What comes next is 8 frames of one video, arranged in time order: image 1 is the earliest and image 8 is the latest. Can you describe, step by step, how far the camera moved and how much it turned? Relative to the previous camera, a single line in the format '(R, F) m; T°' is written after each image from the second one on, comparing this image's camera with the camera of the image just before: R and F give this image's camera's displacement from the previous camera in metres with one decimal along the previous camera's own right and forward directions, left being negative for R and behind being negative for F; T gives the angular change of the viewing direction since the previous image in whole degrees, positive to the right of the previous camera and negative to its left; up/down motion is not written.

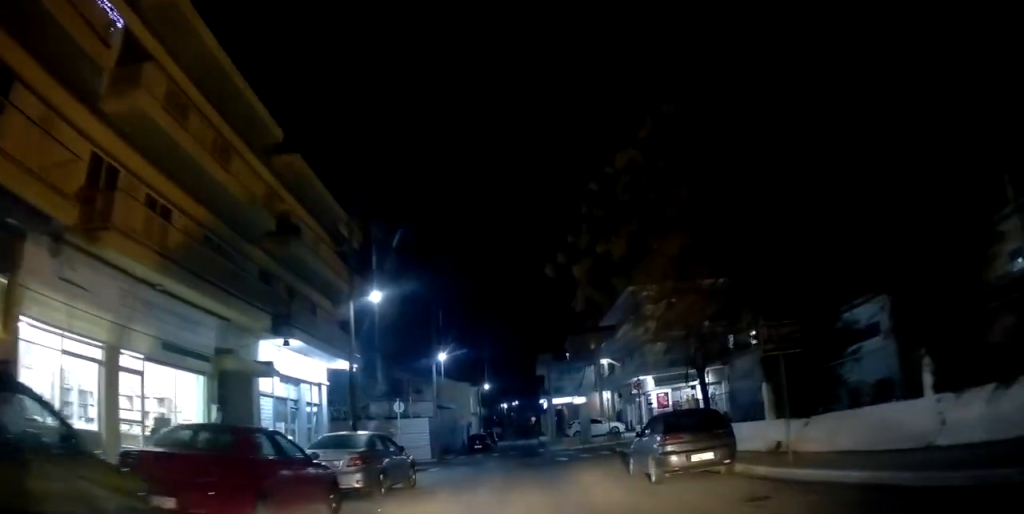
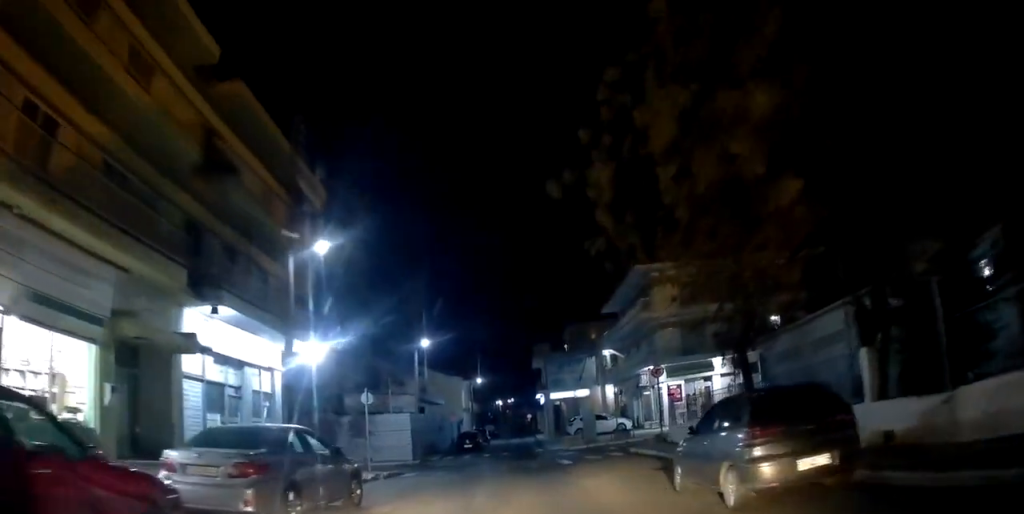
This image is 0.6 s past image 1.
(-0.2, +4.5) m; -2°
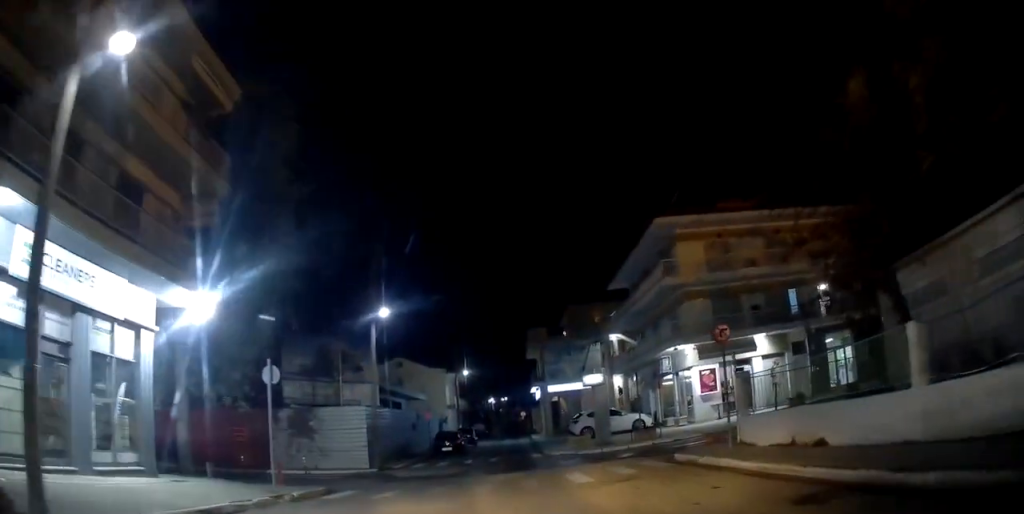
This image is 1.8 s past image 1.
(-0.3, +7.8) m; +1°
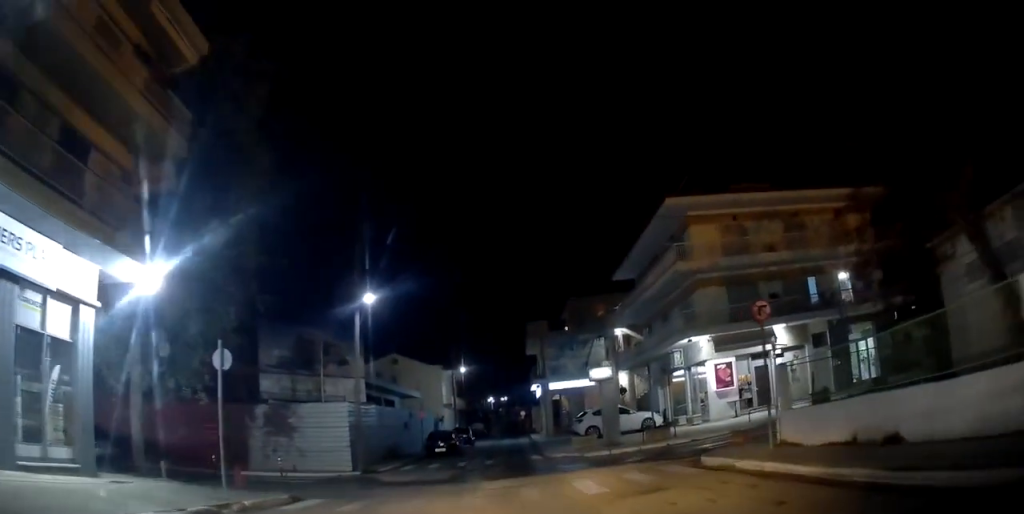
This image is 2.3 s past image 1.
(-0.1, +2.5) m; +1°
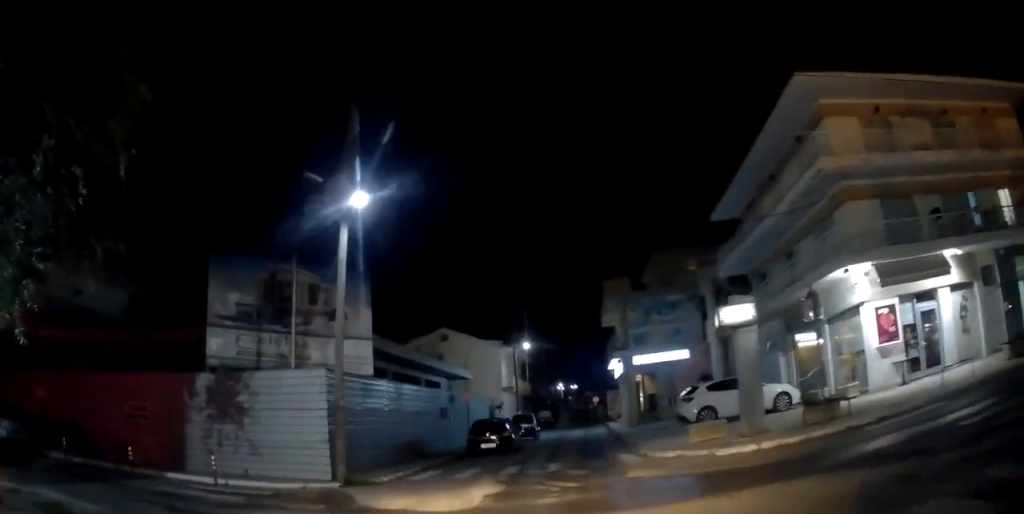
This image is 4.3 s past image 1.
(-0.6, +7.6) m; -9°
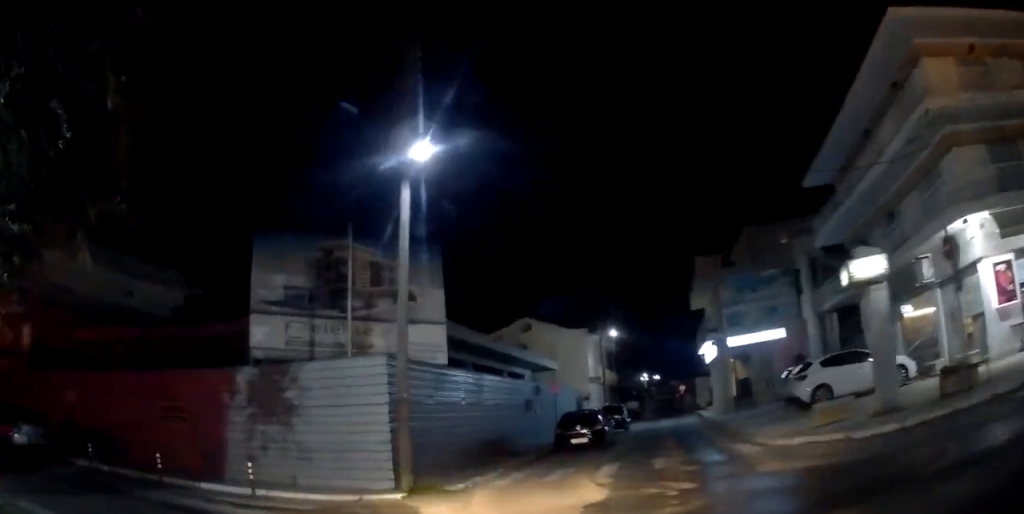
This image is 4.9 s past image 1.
(+0.6, +1.7) m; -12°
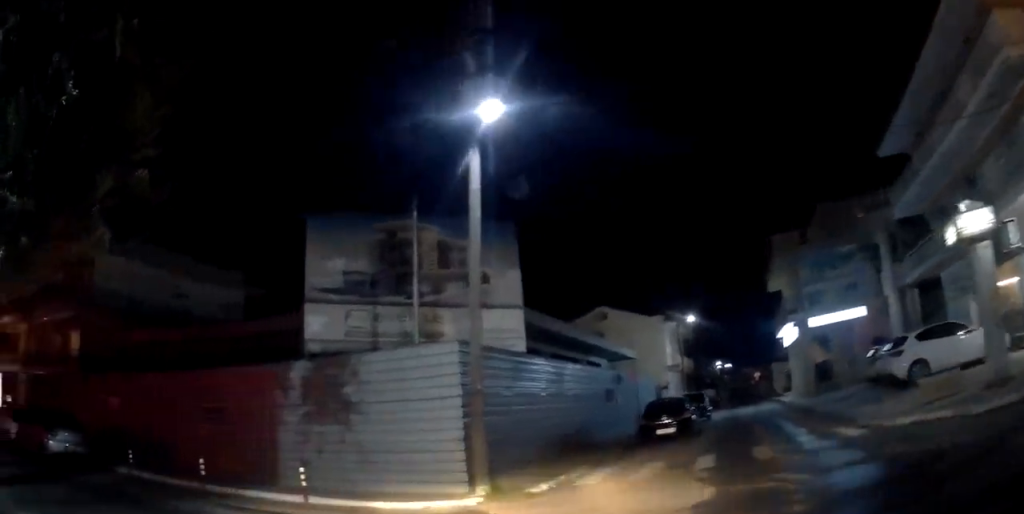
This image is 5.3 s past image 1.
(0.0, +1.0) m; -12°
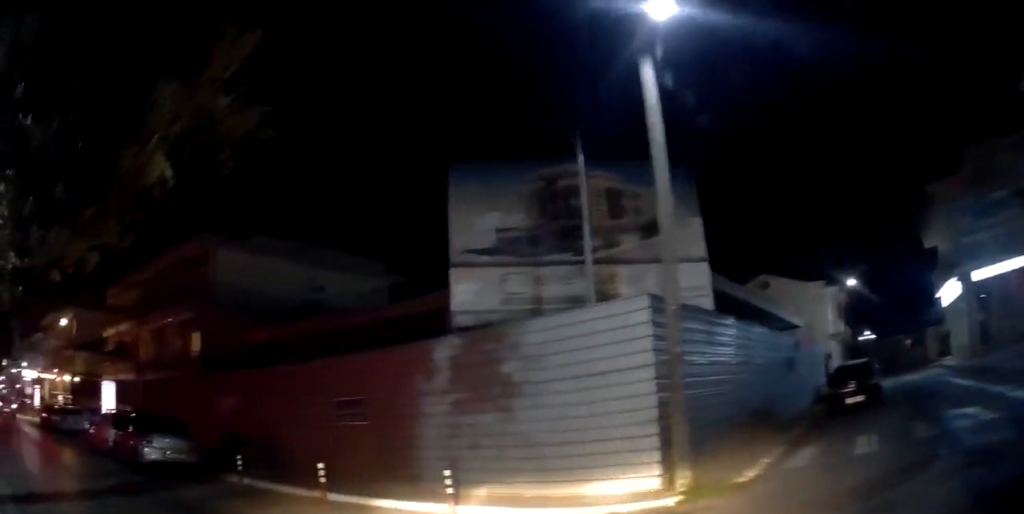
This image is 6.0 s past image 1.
(-0.7, +2.0) m; -30°
